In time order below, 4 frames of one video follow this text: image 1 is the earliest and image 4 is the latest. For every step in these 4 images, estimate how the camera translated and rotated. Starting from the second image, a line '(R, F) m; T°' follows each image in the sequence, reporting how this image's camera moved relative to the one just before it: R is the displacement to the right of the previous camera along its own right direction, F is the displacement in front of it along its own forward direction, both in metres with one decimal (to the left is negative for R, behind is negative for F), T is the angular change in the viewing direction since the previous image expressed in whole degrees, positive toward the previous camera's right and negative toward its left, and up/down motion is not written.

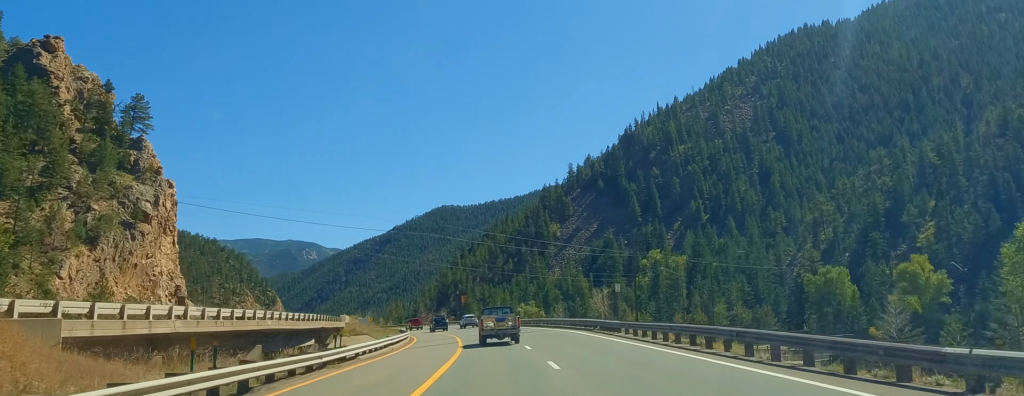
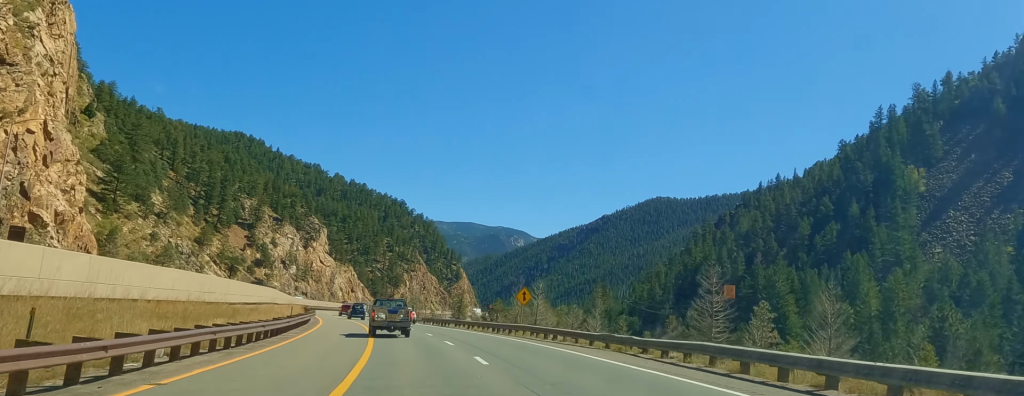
(-22.2, +145.4) m; -19°
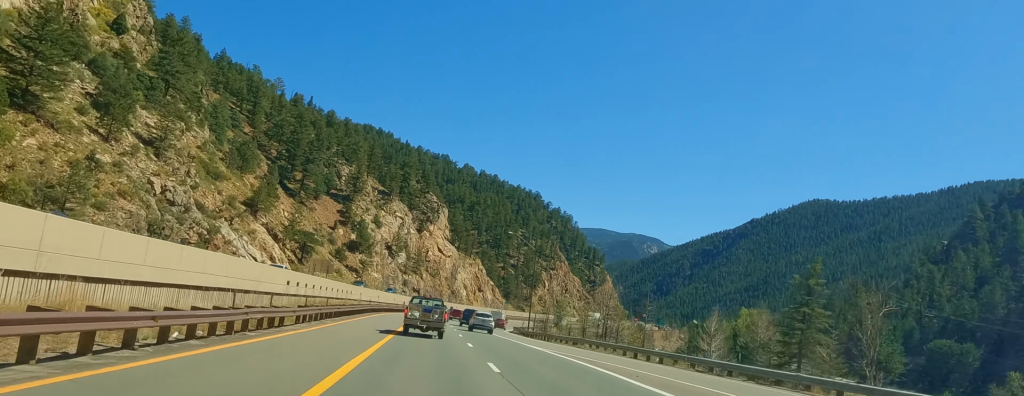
(-8.0, +82.1) m; -7°
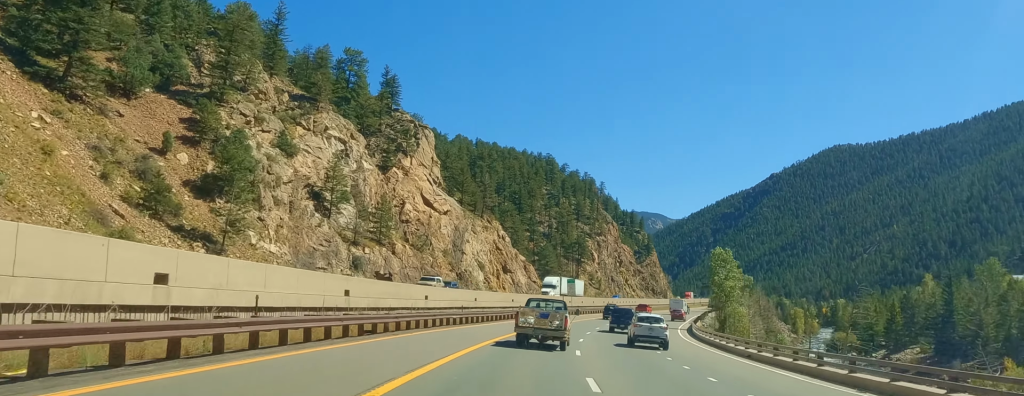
(+7.8, +110.6) m; +10°
